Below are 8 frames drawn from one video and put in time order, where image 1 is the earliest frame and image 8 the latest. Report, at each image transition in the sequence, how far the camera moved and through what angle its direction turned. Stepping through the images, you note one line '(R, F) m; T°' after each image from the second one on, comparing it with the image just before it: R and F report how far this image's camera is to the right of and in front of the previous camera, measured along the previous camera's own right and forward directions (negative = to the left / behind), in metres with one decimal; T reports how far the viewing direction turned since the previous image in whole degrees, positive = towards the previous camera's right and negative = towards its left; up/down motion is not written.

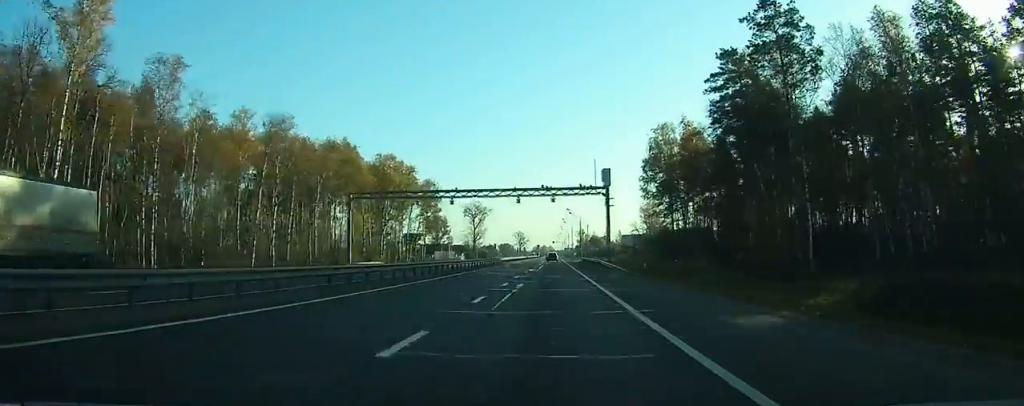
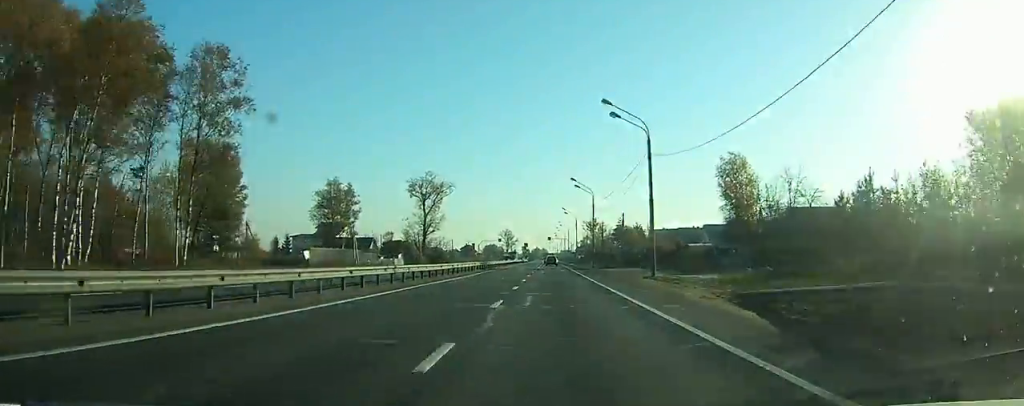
(0.0, +90.9) m; +1°
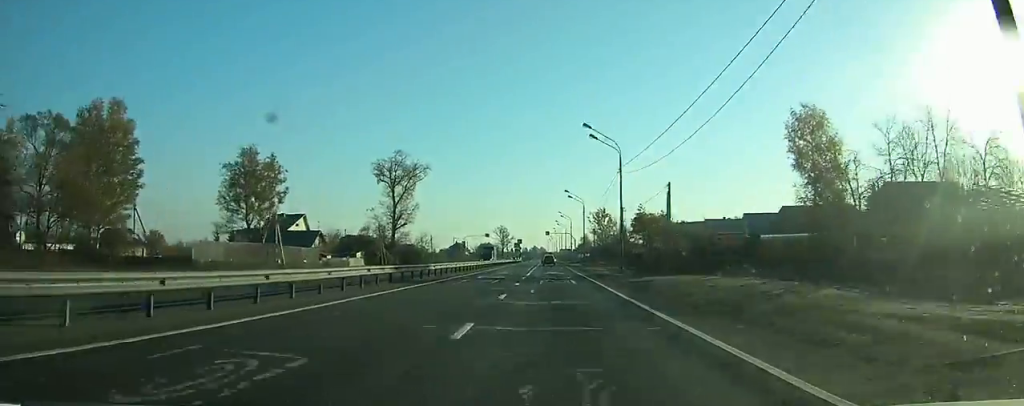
(+0.2, +30.0) m; +1°
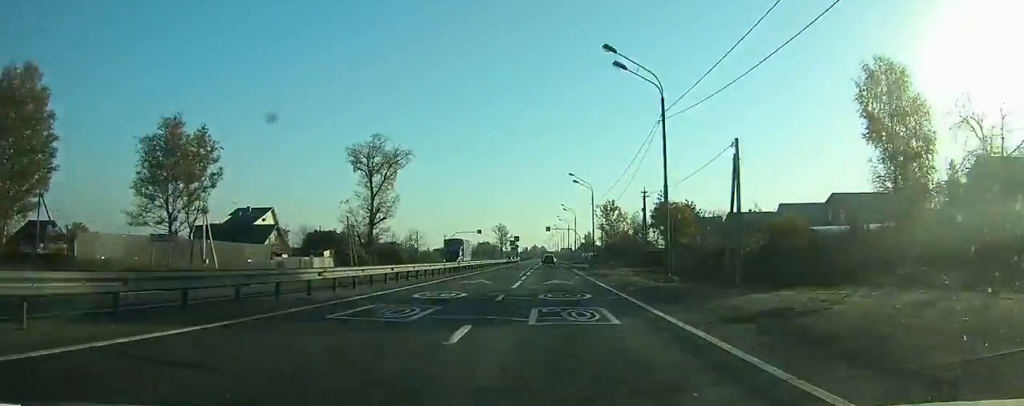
(+0.1, +16.6) m; 0°
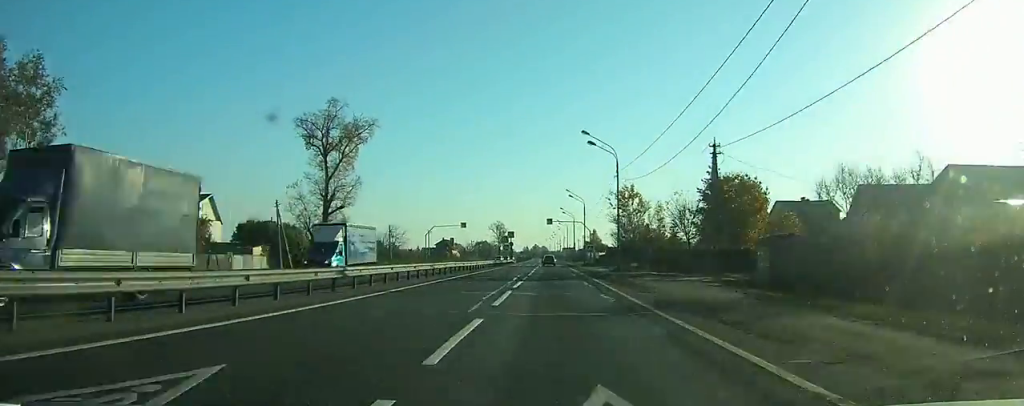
(+0.1, +24.1) m; 0°
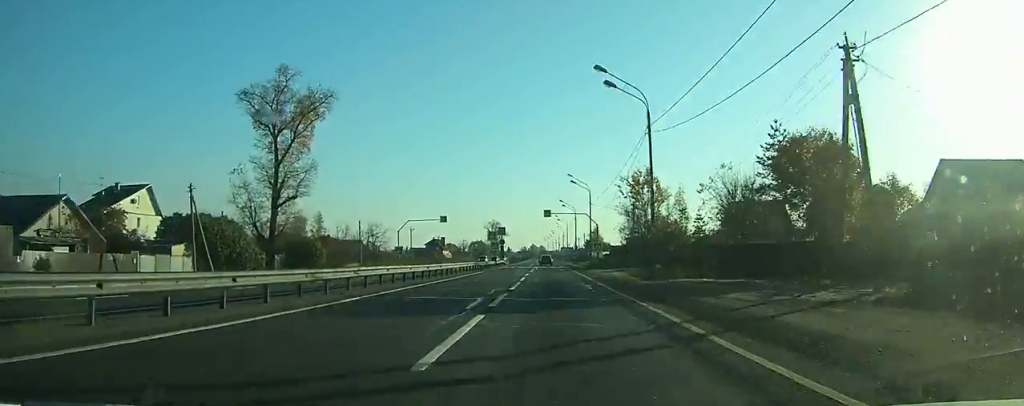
(-0.1, +16.3) m; 0°
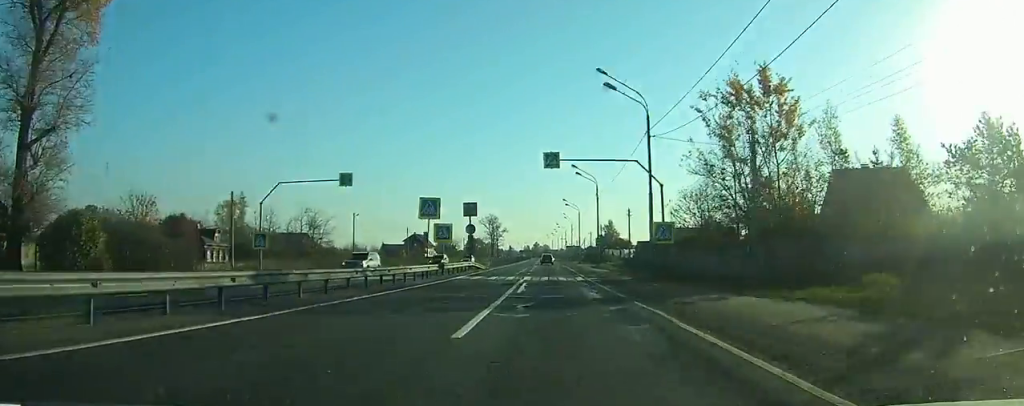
(-0.2, +39.5) m; 0°
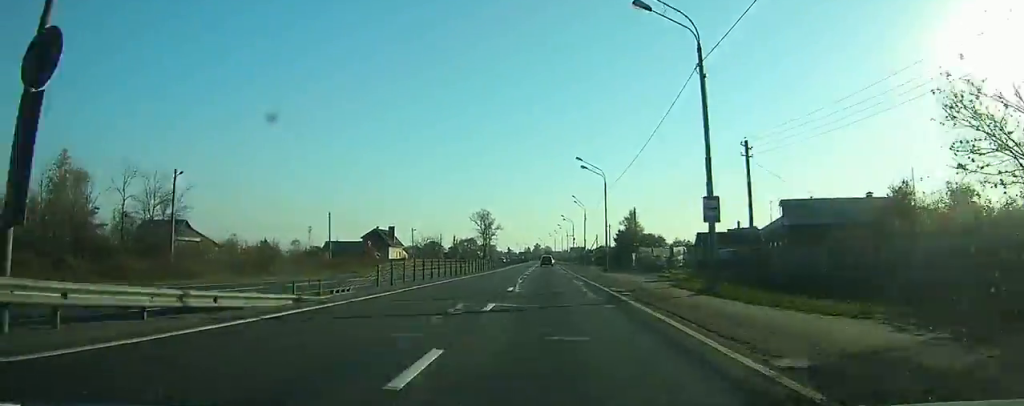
(-0.1, +43.1) m; 0°
